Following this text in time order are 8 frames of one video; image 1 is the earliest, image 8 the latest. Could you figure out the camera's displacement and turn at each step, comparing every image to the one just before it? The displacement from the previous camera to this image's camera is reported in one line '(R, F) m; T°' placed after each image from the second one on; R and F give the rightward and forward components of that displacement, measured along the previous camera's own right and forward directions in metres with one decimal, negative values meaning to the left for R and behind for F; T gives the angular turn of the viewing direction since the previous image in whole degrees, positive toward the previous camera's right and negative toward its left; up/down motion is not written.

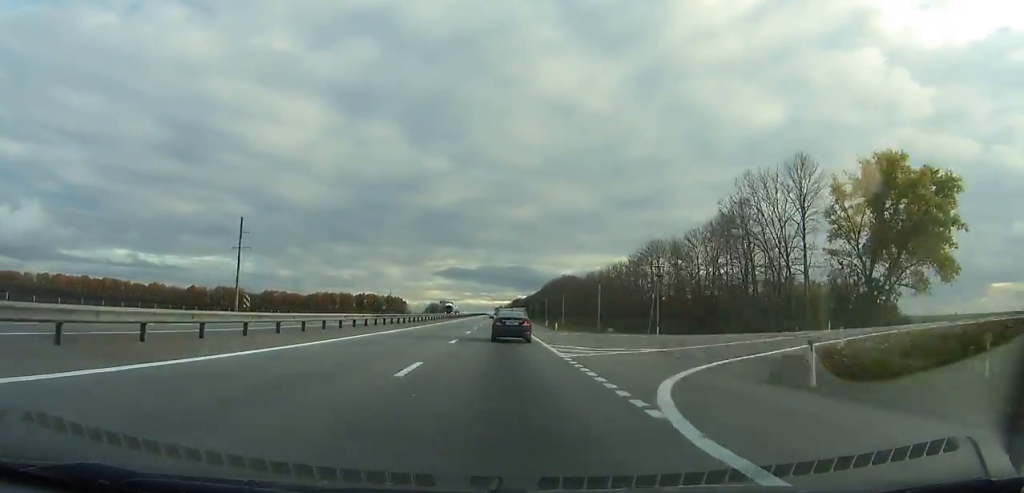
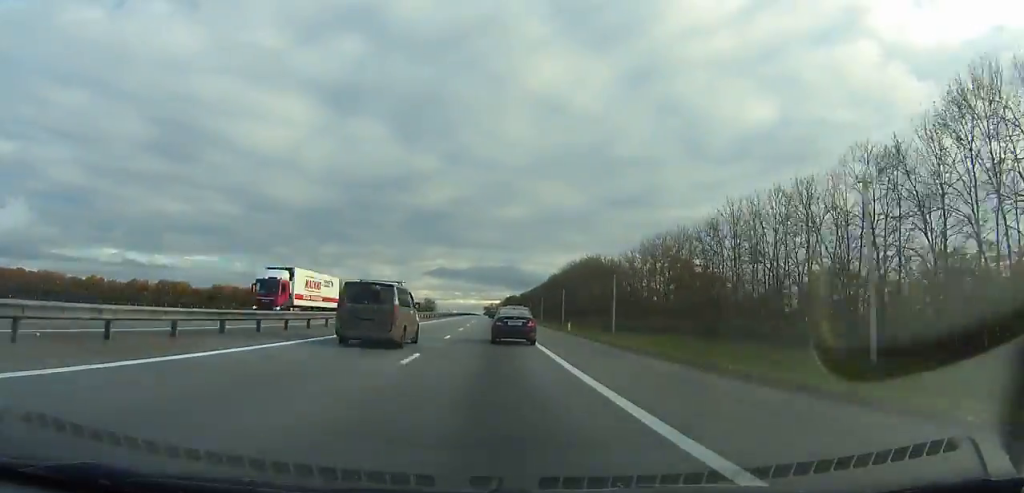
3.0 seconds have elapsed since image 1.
(+0.3, +82.3) m; 0°
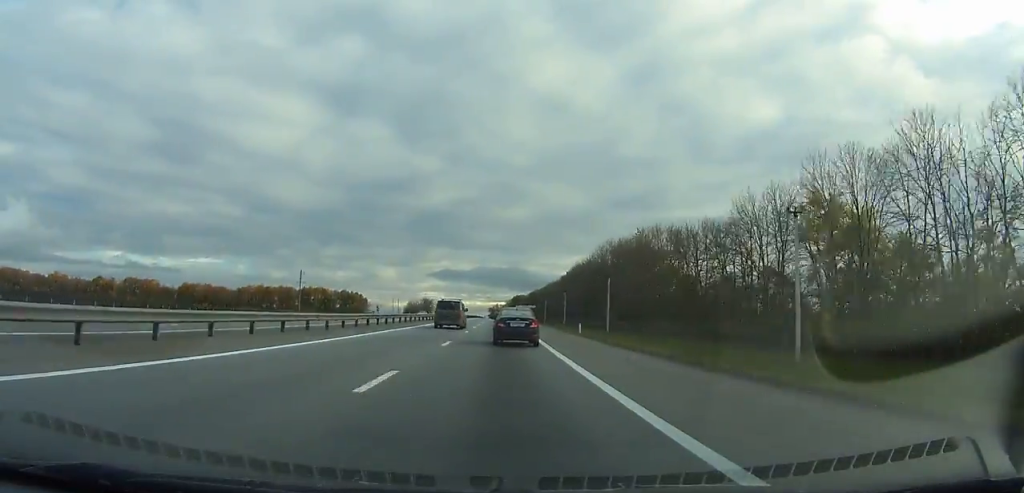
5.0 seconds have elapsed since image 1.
(+0.2, +53.6) m; 0°
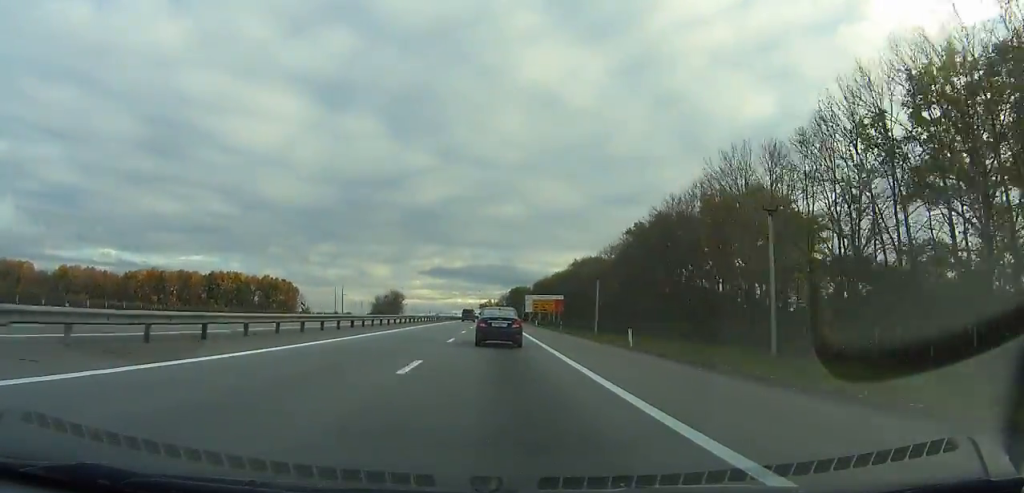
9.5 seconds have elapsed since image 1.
(+0.3, +118.6) m; 0°
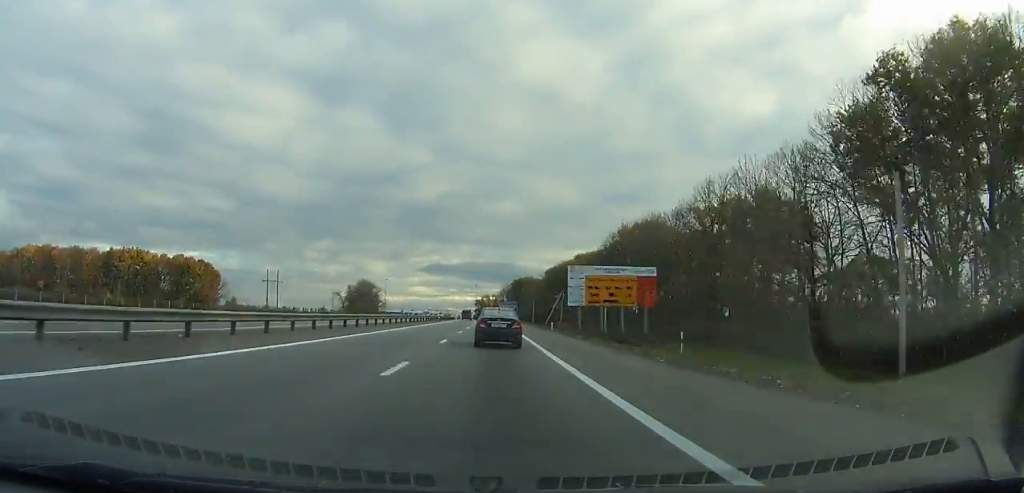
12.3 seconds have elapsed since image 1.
(+0.2, +72.4) m; 0°
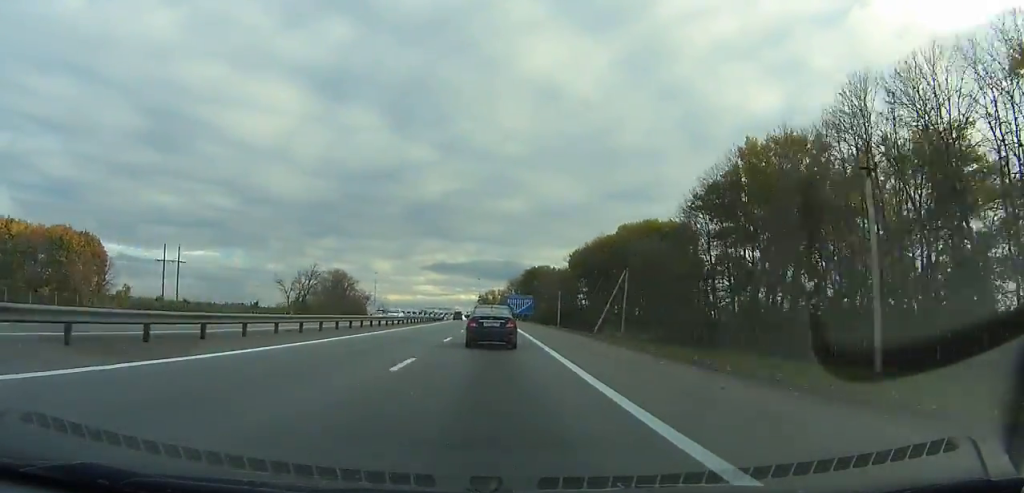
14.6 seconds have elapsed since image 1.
(-0.2, +58.6) m; 0°
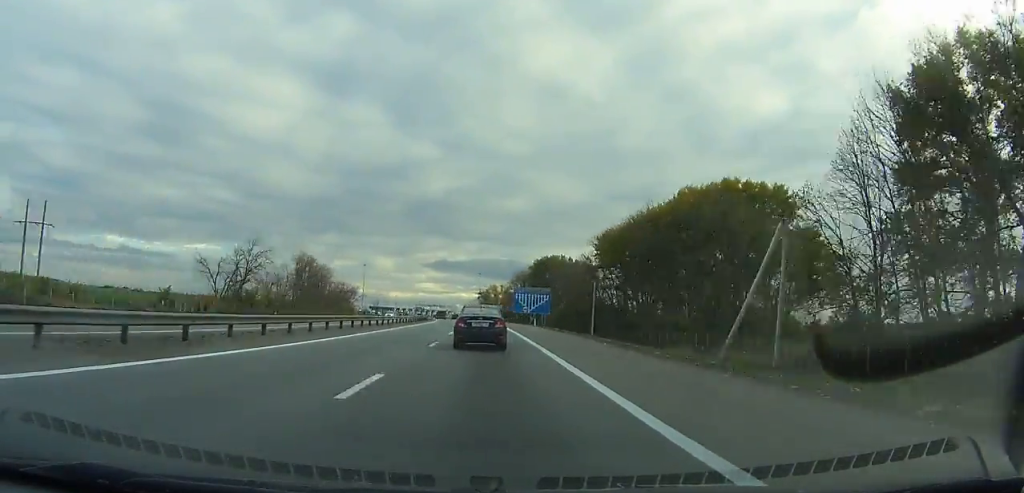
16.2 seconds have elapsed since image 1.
(-0.1, +40.2) m; -1°
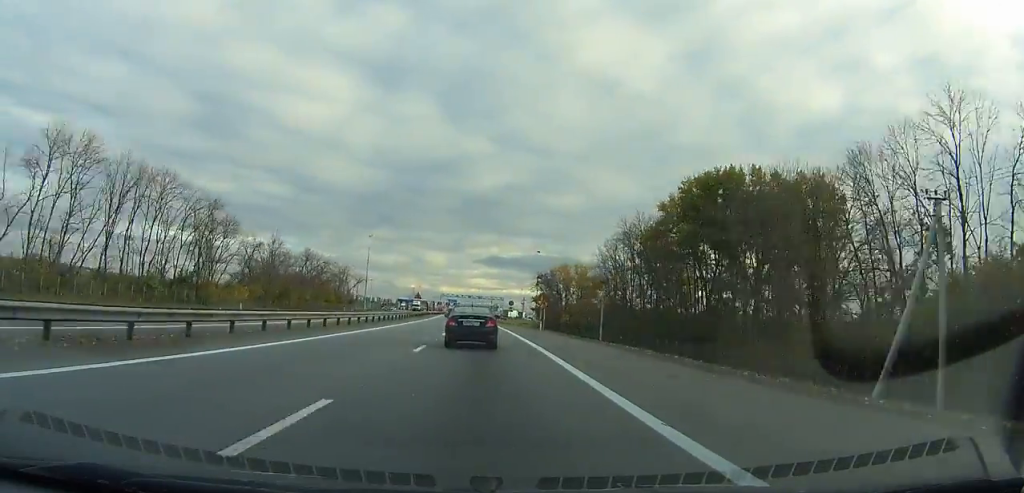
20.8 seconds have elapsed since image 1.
(-2.5, +112.9) m; -4°
